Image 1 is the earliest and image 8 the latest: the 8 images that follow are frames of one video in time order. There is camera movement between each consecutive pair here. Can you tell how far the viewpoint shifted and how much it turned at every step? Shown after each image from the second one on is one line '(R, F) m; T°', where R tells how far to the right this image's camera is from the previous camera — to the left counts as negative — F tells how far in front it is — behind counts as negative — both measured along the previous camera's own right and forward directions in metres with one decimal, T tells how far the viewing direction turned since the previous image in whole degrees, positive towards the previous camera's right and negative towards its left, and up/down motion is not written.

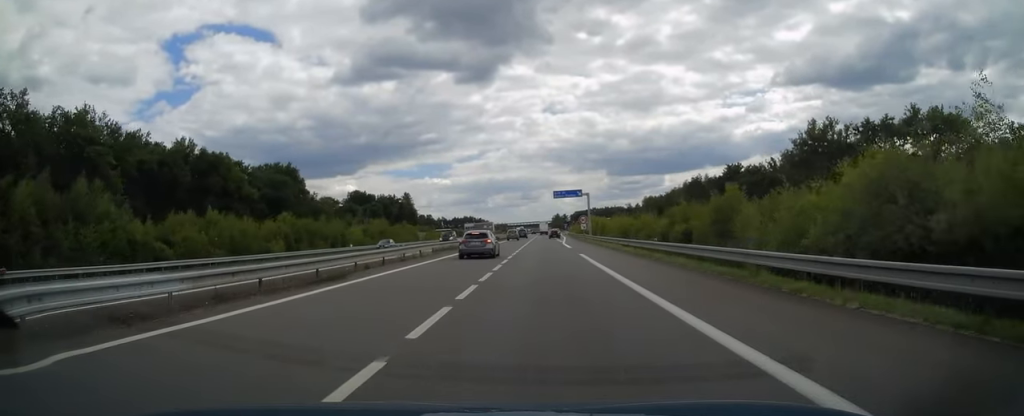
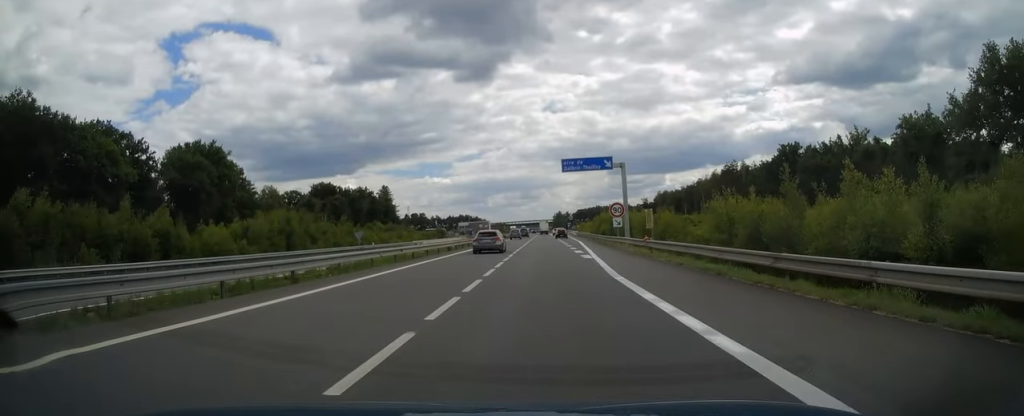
(+0.1, +41.7) m; 0°
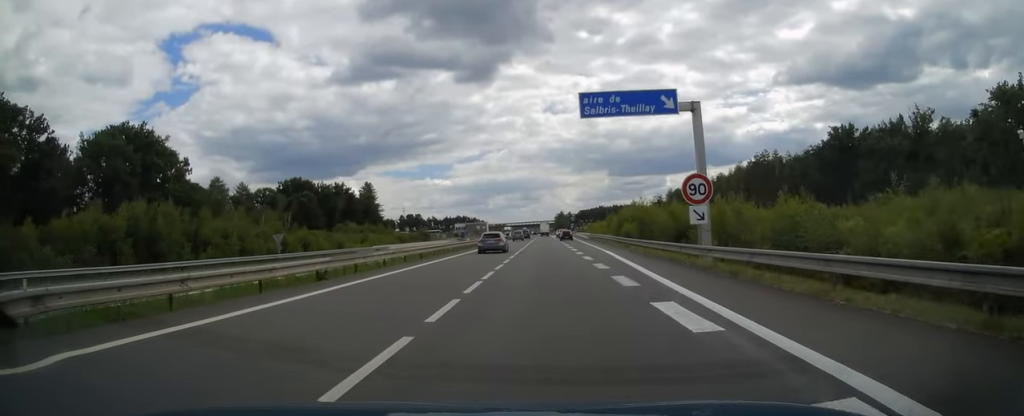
(0.0, +26.1) m; 0°
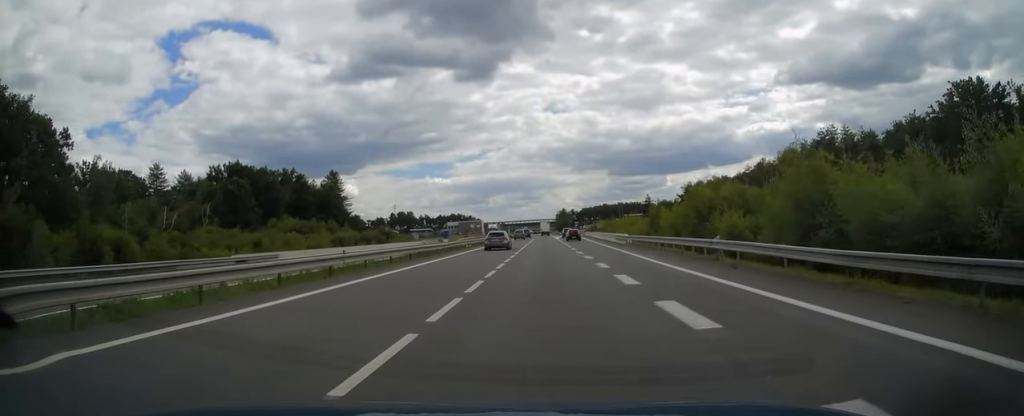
(-0.1, +38.9) m; 0°
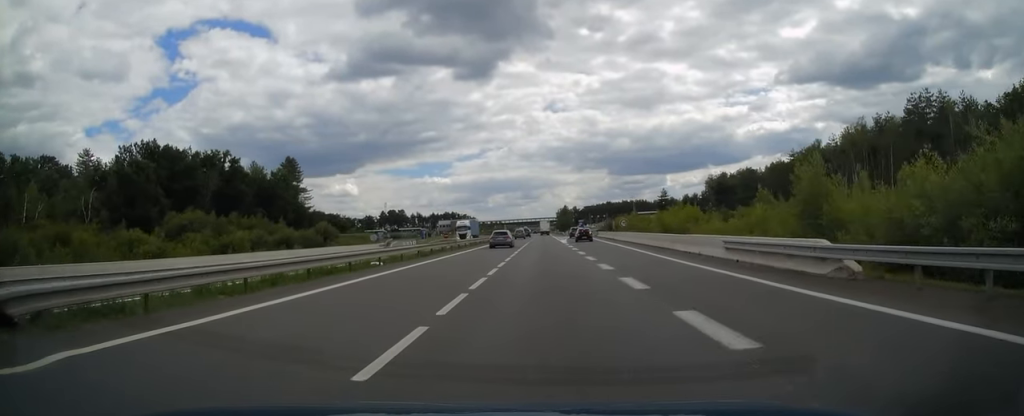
(0.0, +34.0) m; 0°
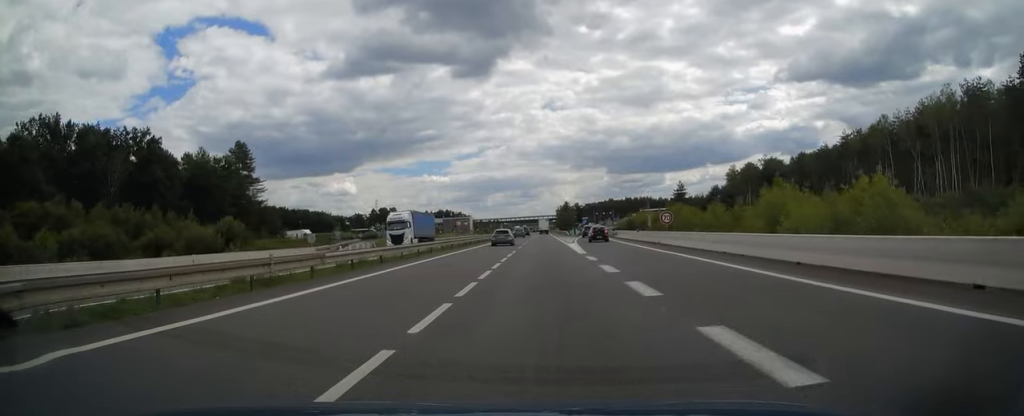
(0.0, +27.5) m; 0°
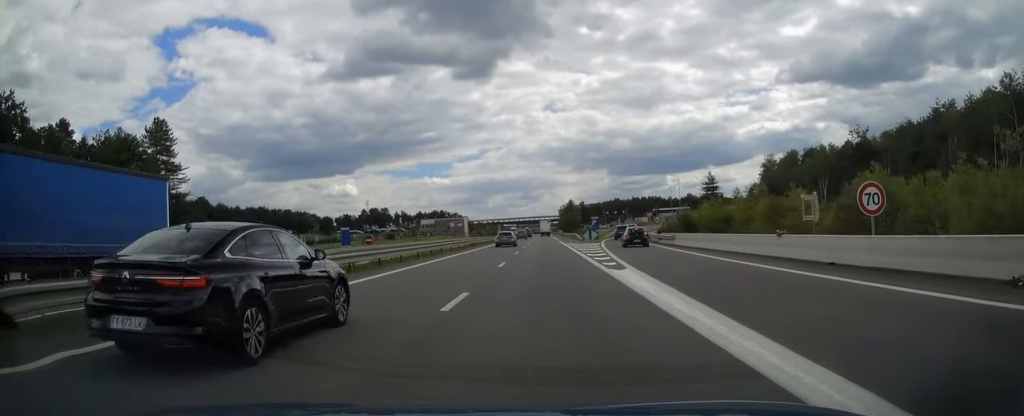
(0.0, +32.4) m; 0°
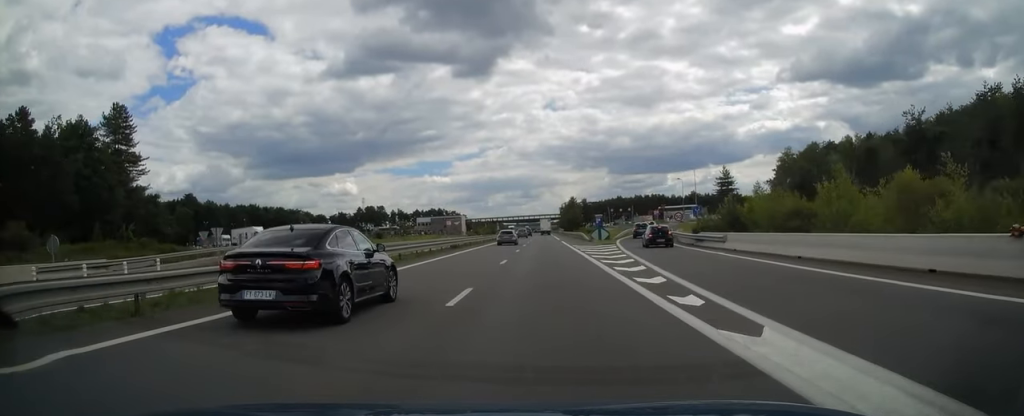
(0.0, +12.3) m; 0°
